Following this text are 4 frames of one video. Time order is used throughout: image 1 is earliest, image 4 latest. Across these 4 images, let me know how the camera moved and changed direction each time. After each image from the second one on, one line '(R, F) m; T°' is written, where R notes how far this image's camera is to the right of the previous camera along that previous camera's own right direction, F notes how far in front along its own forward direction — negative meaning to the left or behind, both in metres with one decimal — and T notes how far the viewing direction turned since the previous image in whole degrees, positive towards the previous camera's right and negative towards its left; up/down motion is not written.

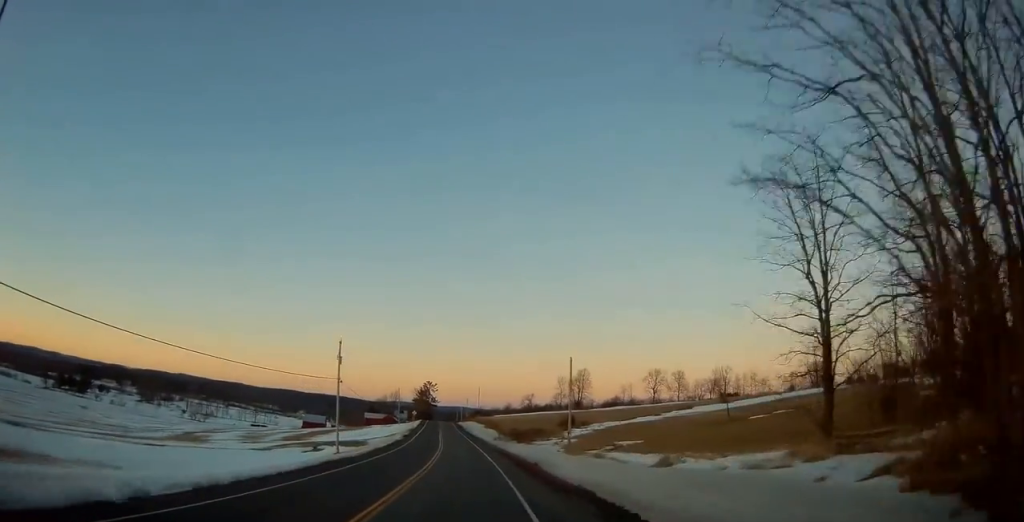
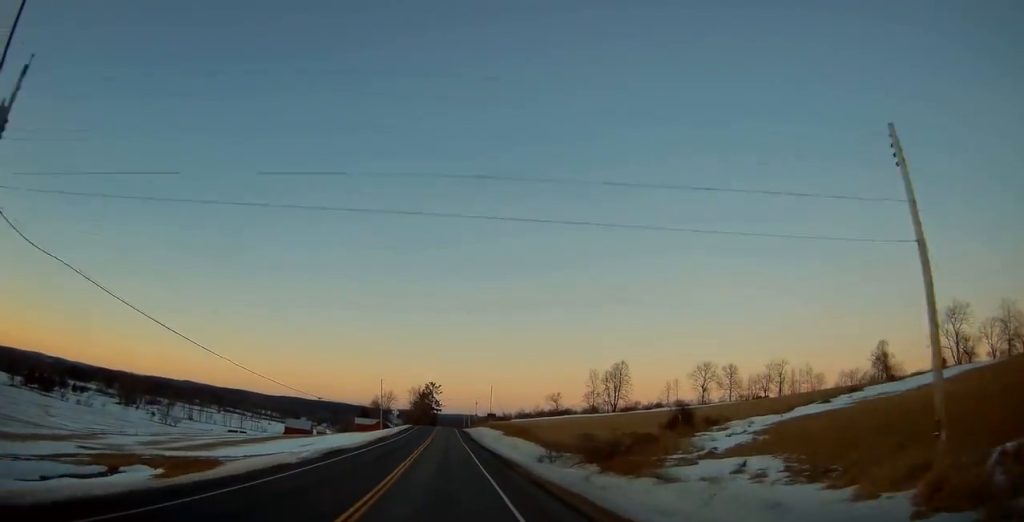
(-0.9, +45.7) m; -2°
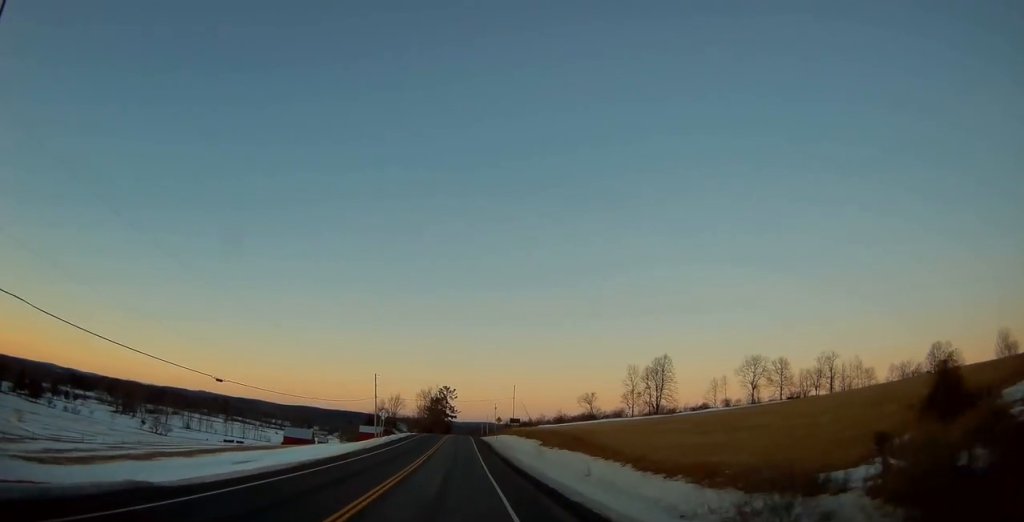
(-0.3, +26.4) m; -2°
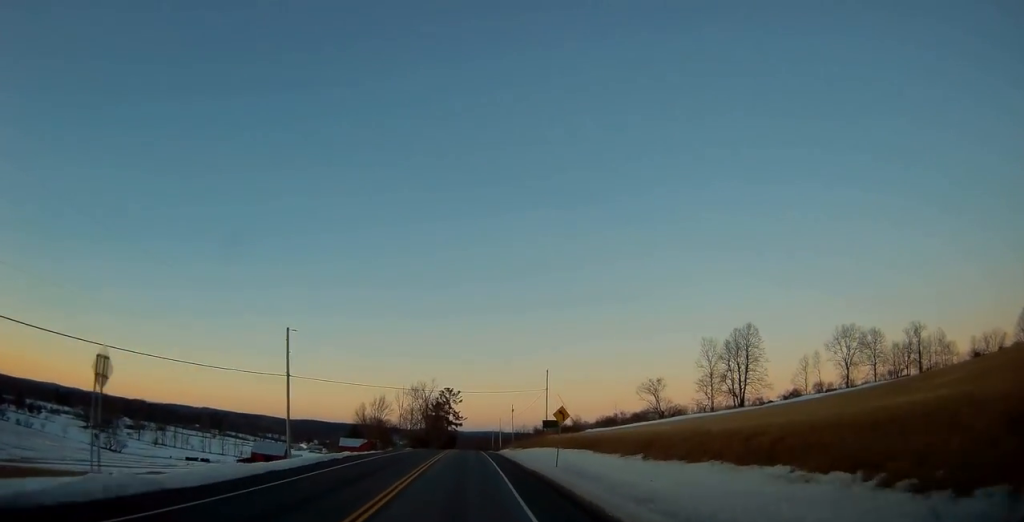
(-0.9, +47.8) m; -1°
